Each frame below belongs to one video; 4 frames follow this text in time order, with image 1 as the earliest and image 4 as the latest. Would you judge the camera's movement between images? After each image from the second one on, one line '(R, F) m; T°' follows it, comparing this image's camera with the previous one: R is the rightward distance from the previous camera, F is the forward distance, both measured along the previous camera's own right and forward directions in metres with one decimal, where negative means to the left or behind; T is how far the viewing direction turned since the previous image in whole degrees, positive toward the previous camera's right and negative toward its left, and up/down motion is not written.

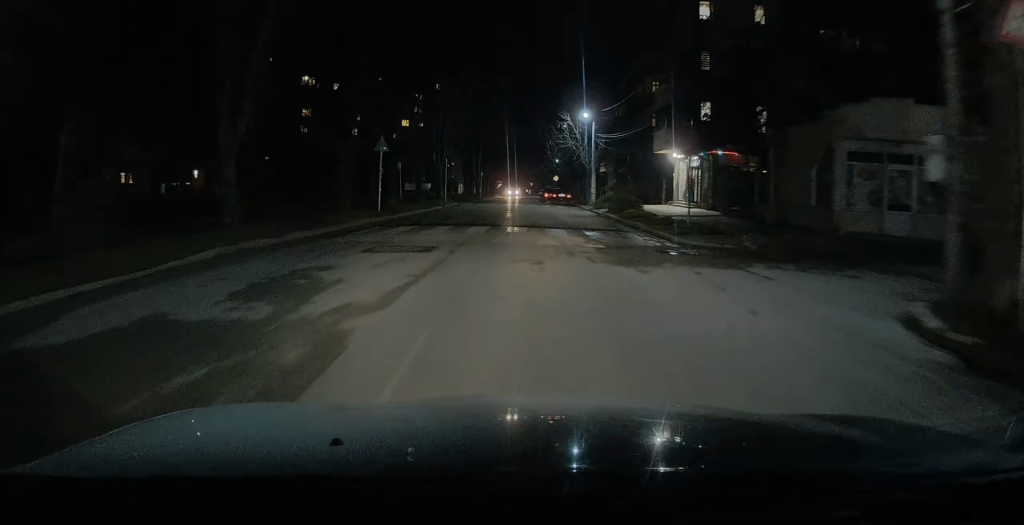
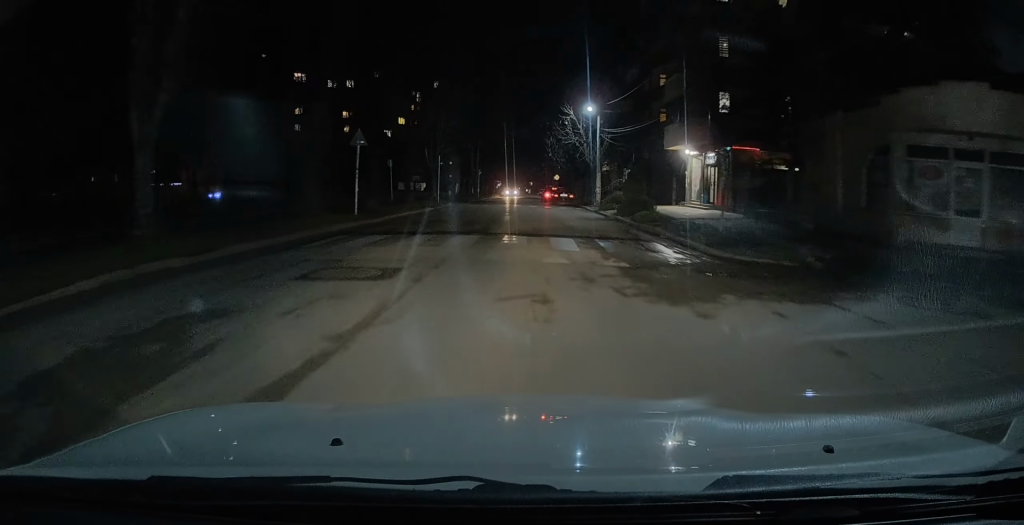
(+0.1, +3.5) m; -1°
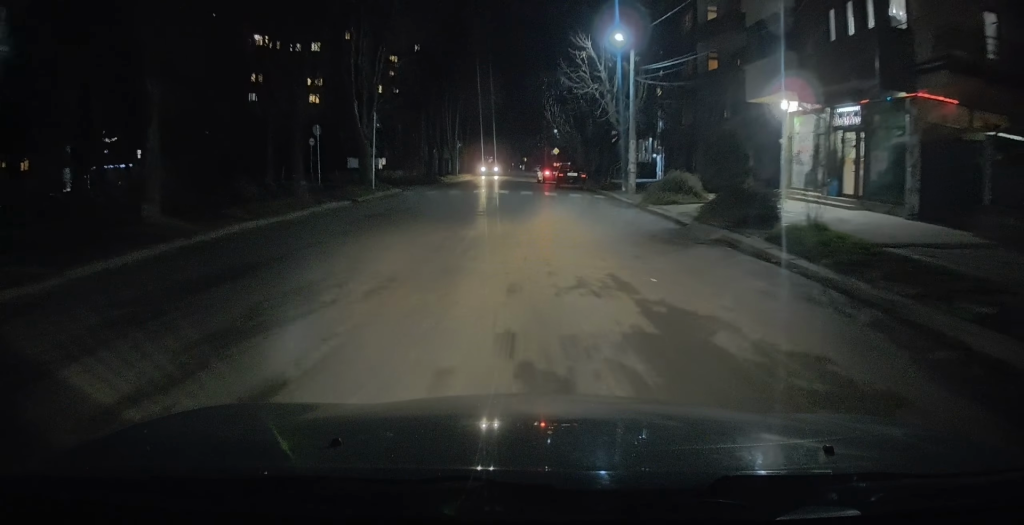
(-0.4, +16.7) m; -3°
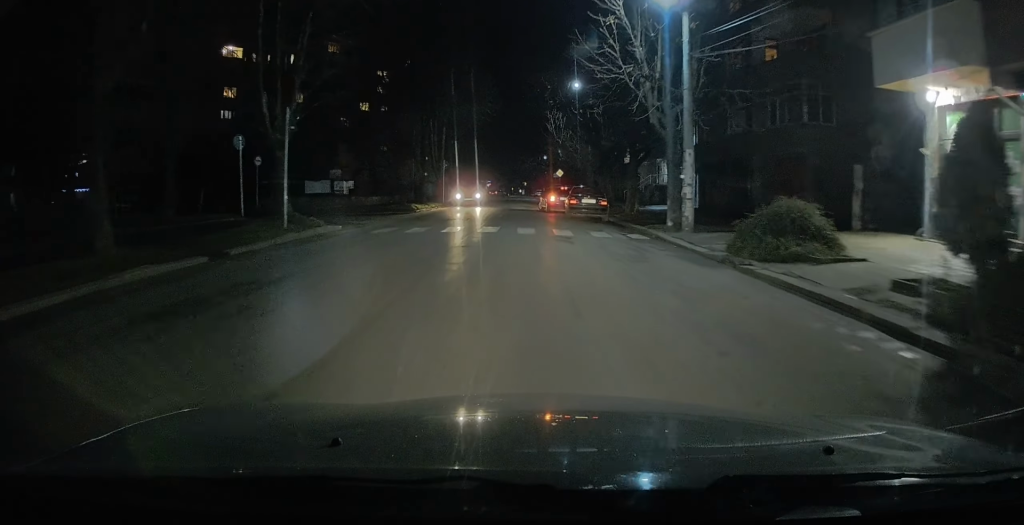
(-0.1, +9.6) m; +2°
